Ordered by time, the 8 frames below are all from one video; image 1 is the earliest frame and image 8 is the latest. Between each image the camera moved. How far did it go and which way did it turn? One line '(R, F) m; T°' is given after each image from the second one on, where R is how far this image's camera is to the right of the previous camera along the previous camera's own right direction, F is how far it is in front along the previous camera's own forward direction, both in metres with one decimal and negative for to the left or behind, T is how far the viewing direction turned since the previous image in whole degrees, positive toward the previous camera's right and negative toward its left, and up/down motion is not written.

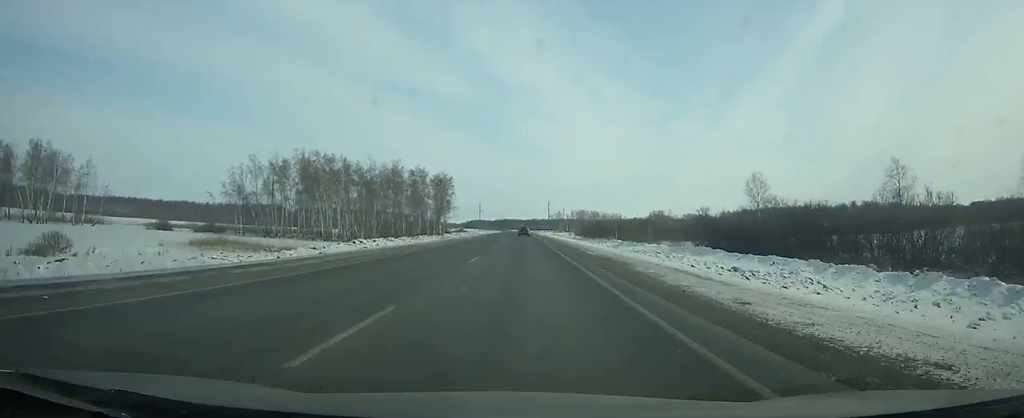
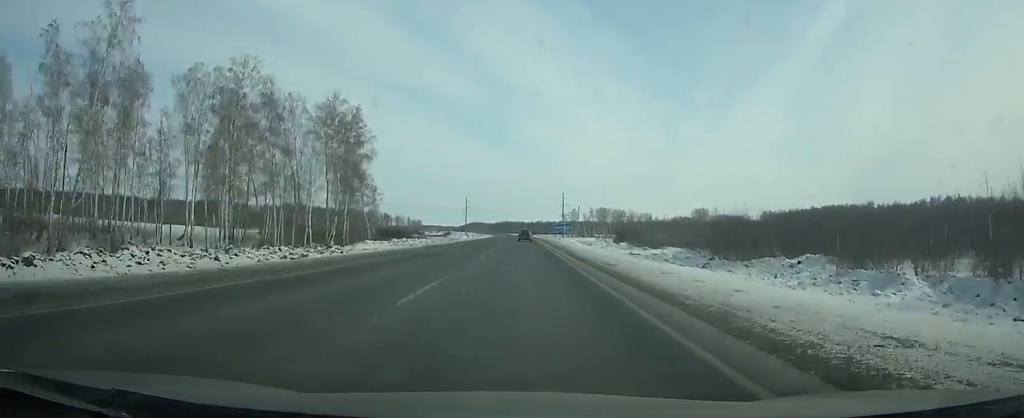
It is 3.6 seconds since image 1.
(-1.2, +106.9) m; -1°
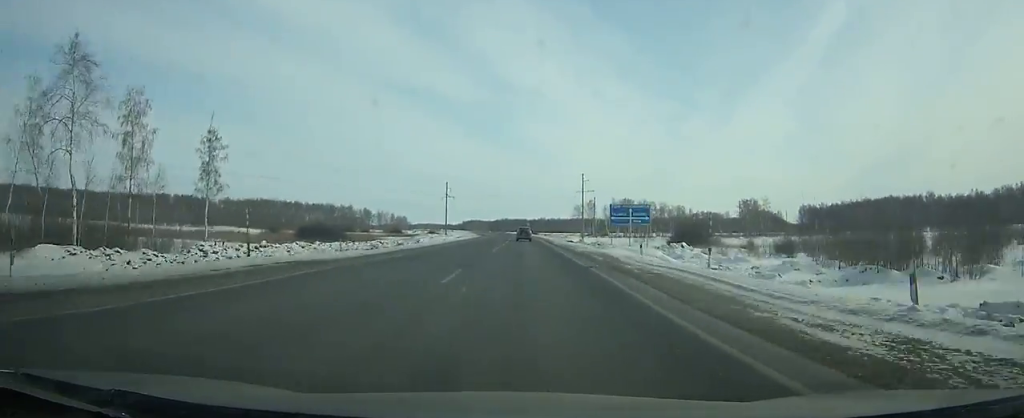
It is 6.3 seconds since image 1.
(-0.1, +76.4) m; 0°
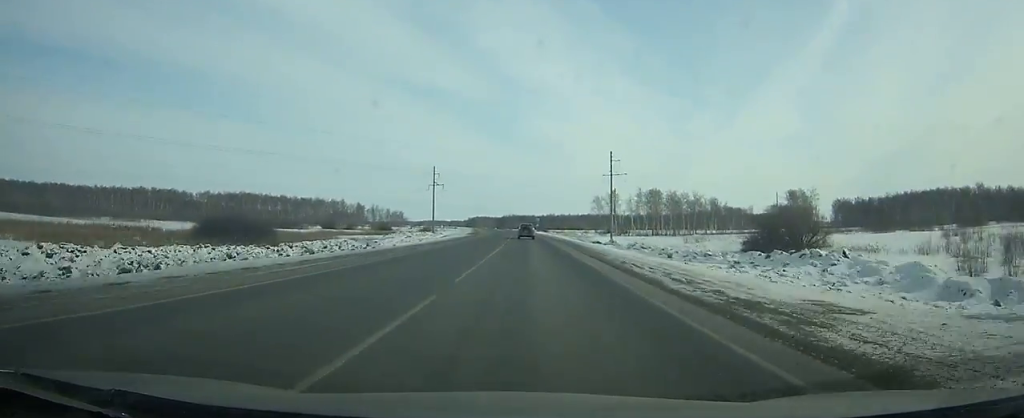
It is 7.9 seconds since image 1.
(0.0, +44.0) m; 0°
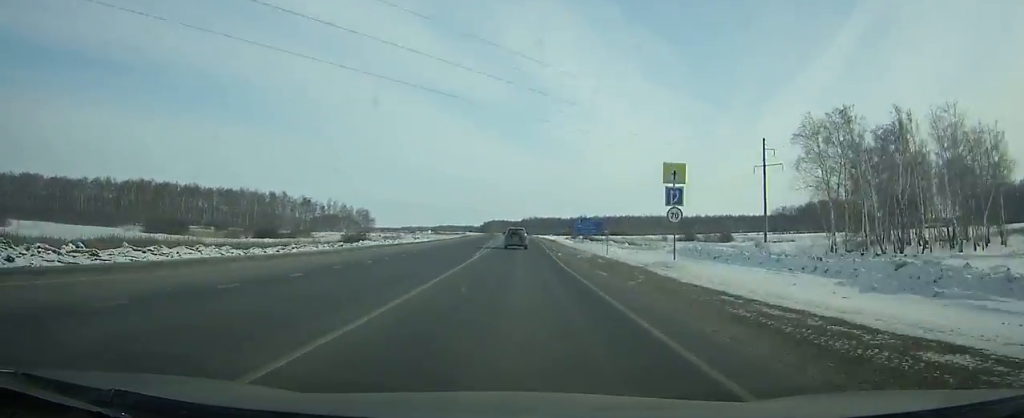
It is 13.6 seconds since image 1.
(-2.4, +147.1) m; -2°
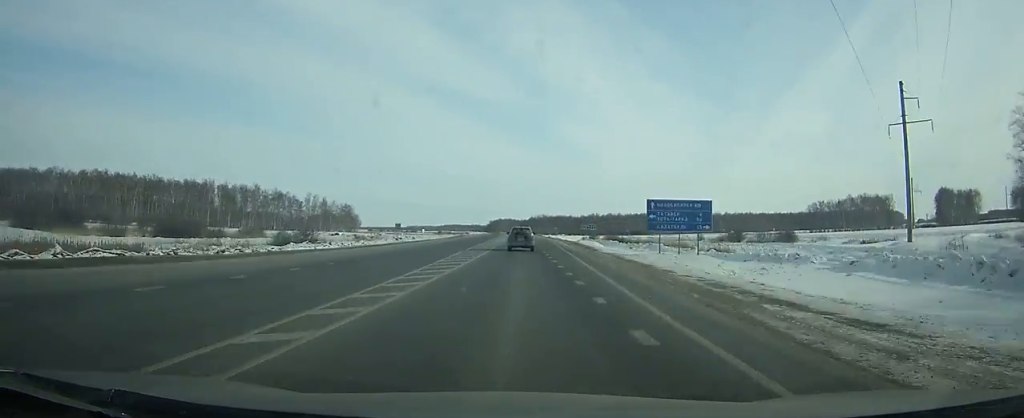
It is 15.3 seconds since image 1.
(-0.6, +40.8) m; -1°
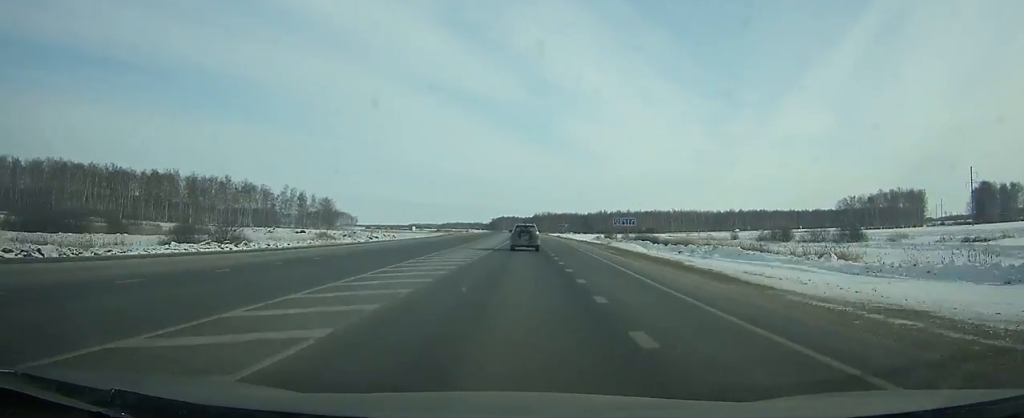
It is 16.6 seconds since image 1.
(-0.1, +30.9) m; 0°
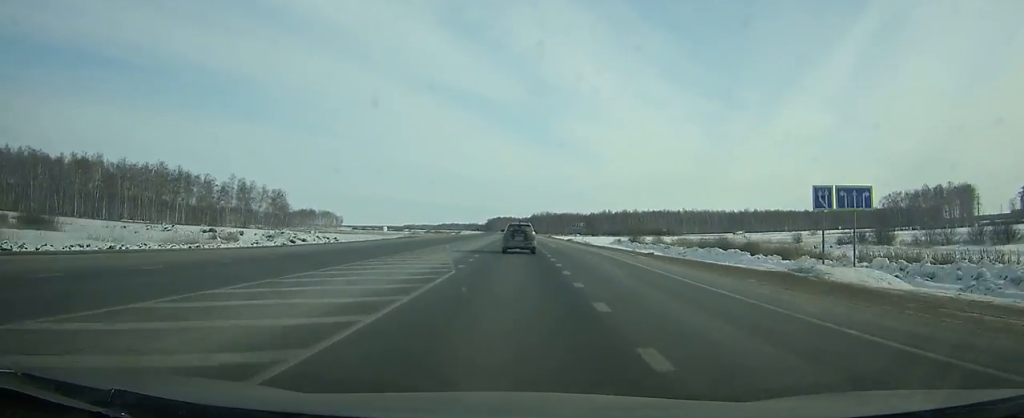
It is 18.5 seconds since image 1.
(-0.2, +43.0) m; 0°
